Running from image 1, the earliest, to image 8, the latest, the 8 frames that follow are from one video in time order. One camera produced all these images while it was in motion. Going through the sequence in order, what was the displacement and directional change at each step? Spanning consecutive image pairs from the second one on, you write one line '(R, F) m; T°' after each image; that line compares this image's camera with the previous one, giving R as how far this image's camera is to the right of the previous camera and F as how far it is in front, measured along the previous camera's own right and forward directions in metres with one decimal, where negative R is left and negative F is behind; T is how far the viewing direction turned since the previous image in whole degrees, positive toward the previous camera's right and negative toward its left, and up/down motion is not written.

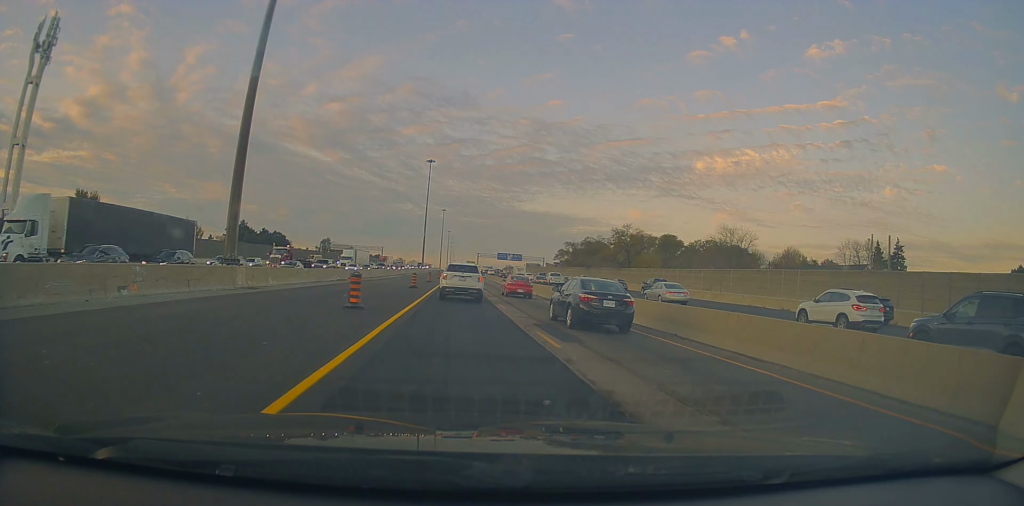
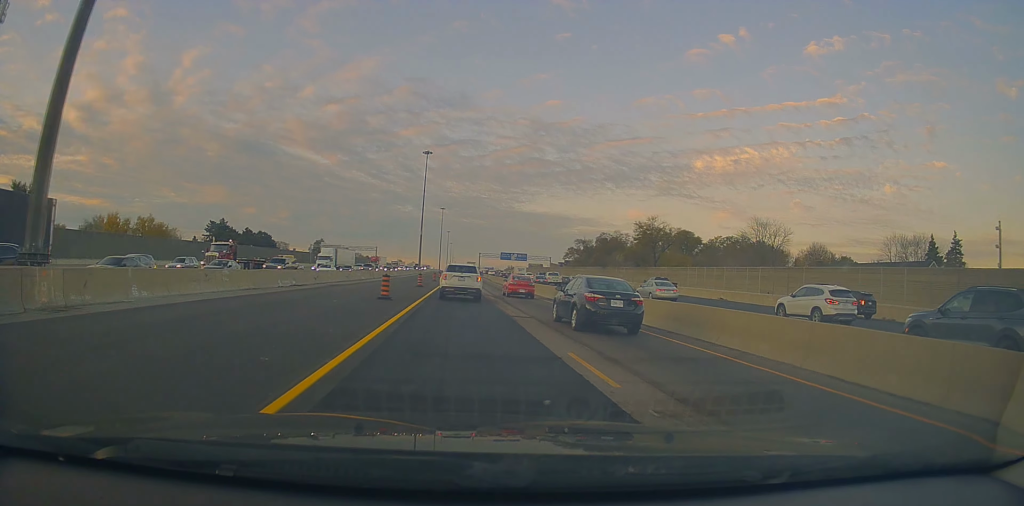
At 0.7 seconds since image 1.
(+0.1, +15.8) m; 0°
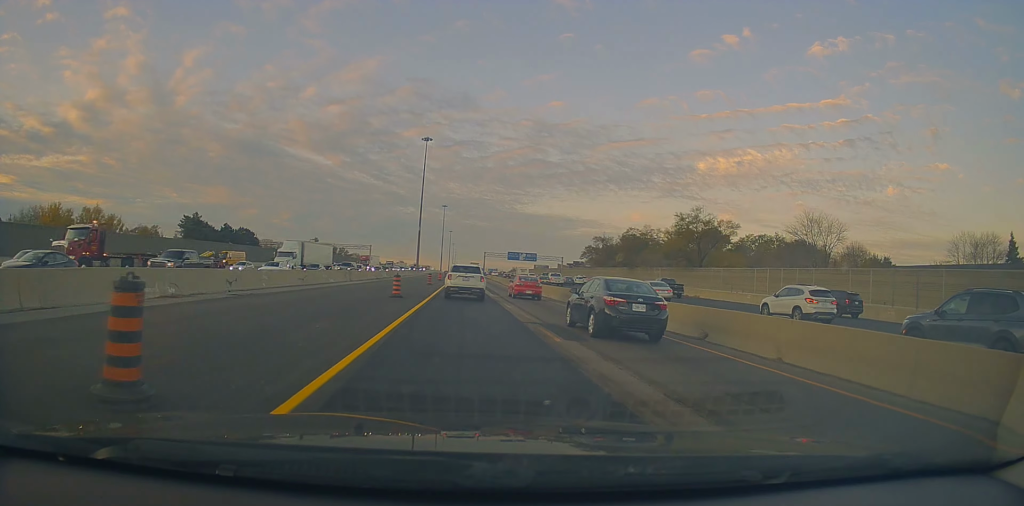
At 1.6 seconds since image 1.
(-0.1, +19.0) m; -1°
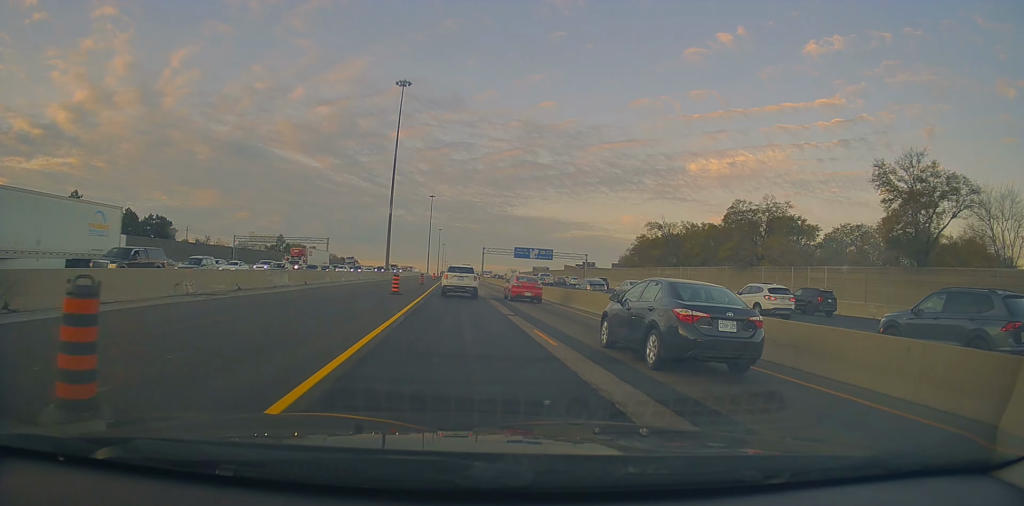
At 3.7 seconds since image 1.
(-0.3, +48.3) m; 0°
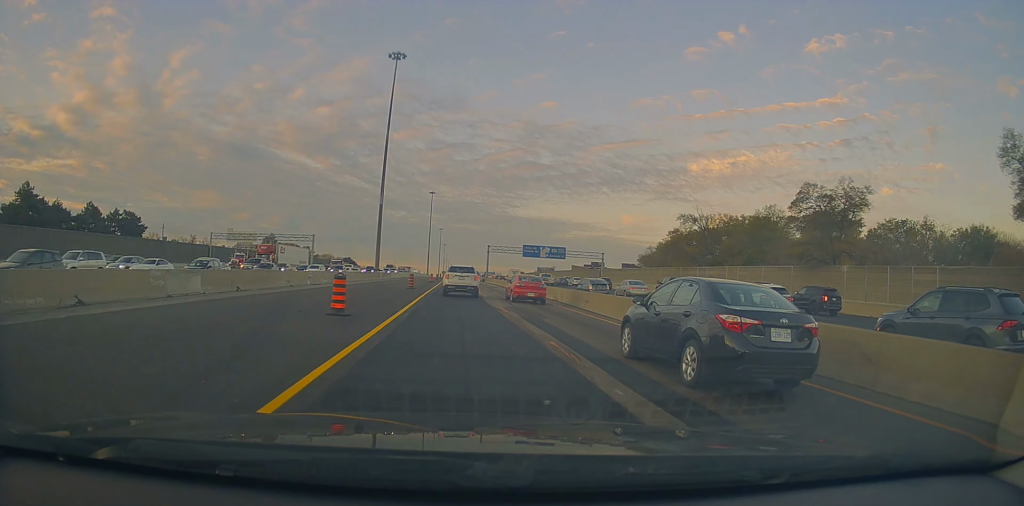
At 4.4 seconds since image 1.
(-0.1, +14.7) m; 0°
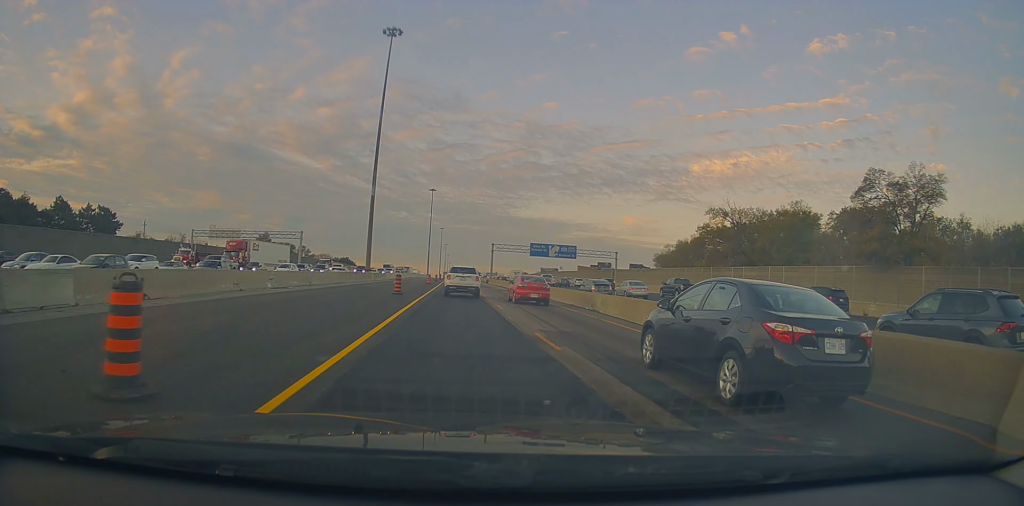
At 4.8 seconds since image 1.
(+0.1, +10.1) m; 0°
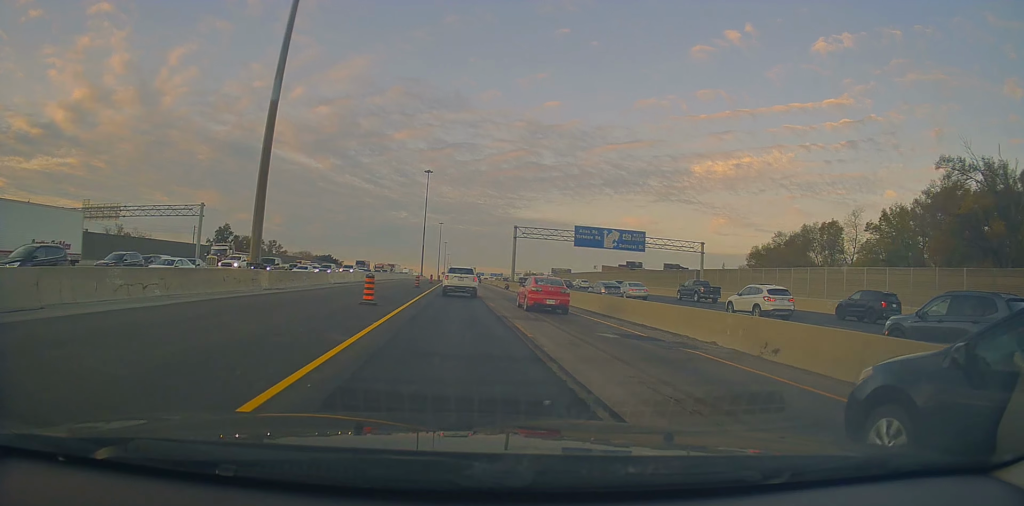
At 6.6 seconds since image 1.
(0.0, +43.4) m; -1°
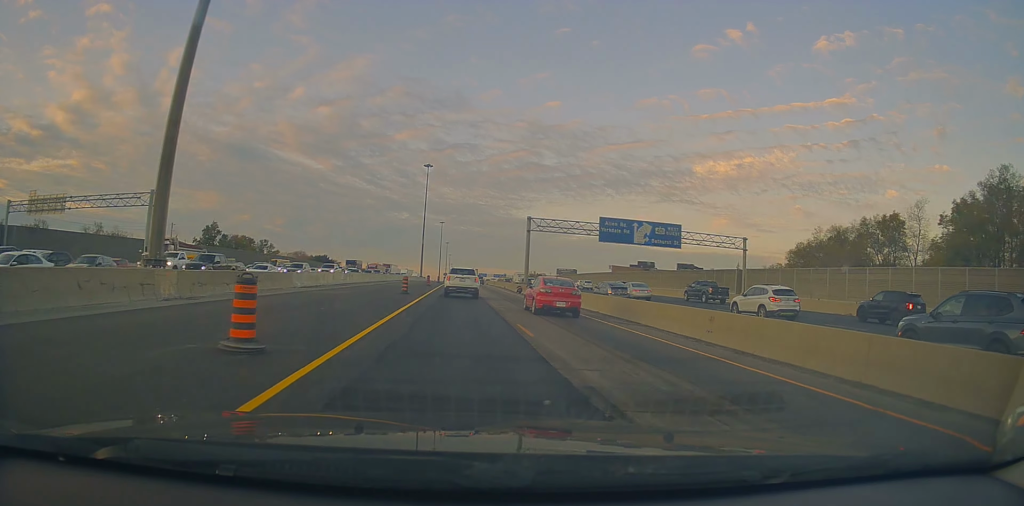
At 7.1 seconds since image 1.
(-0.1, +12.1) m; 0°
